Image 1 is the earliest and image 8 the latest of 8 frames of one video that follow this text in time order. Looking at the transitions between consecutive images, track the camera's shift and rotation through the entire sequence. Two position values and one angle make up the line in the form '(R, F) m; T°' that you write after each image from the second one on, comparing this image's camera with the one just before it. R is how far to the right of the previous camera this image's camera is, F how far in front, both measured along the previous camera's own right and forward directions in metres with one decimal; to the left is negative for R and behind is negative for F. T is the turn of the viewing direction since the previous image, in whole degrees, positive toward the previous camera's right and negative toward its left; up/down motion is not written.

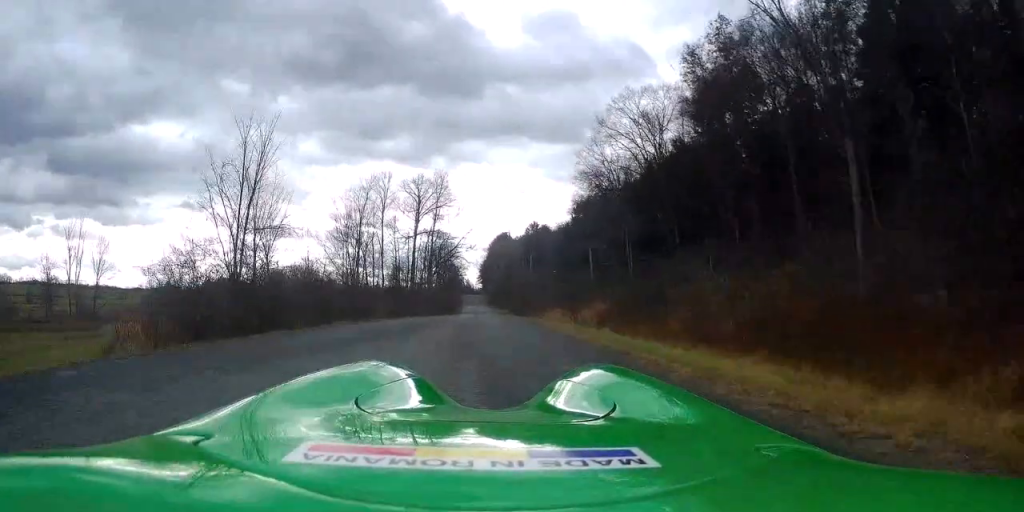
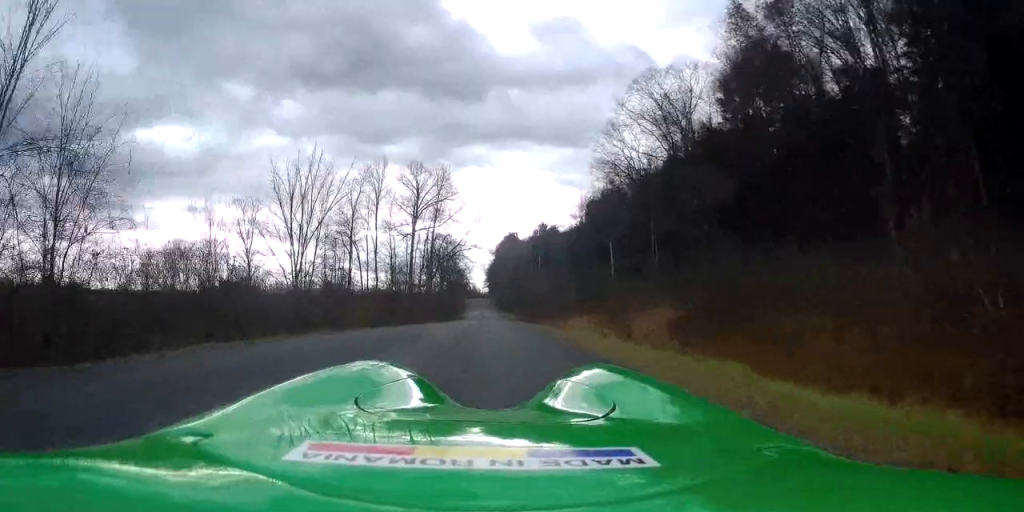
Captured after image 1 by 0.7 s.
(0.0, +9.7) m; 0°
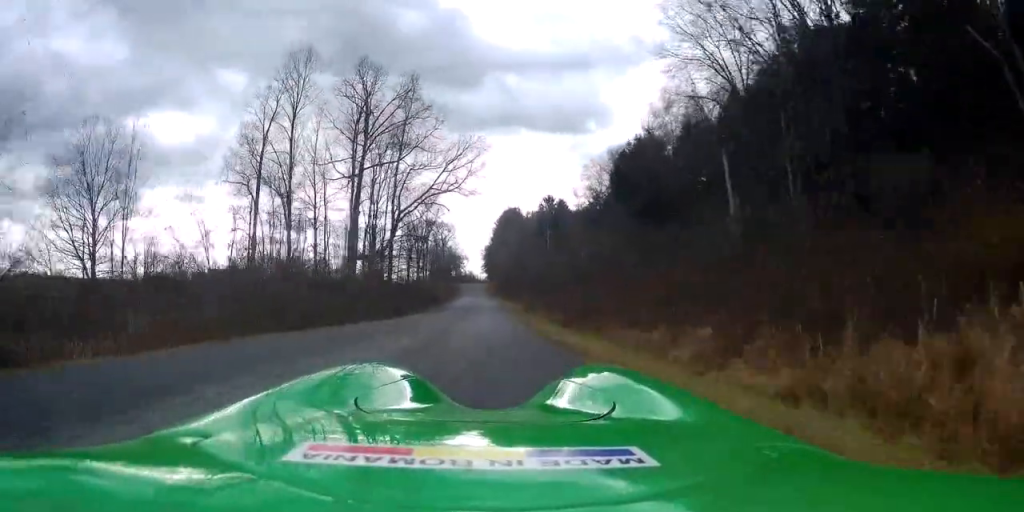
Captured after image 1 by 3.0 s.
(+0.5, +34.8) m; +1°
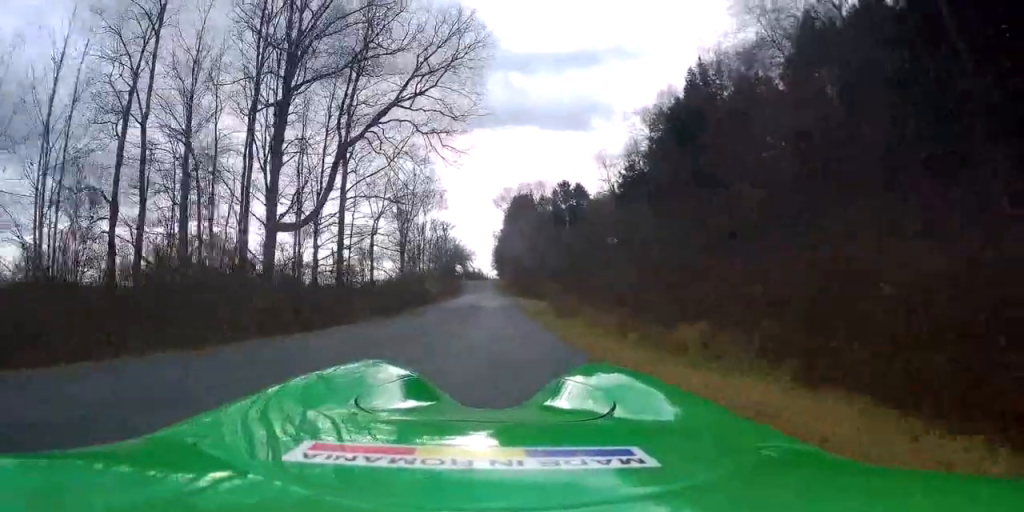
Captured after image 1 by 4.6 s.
(-0.3, +22.8) m; -1°
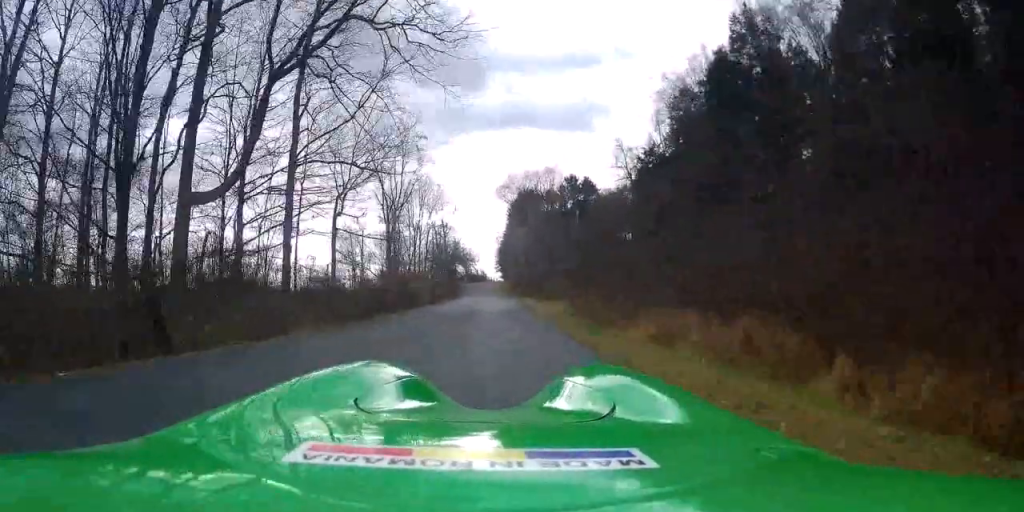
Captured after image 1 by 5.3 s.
(0.0, +10.5) m; 0°
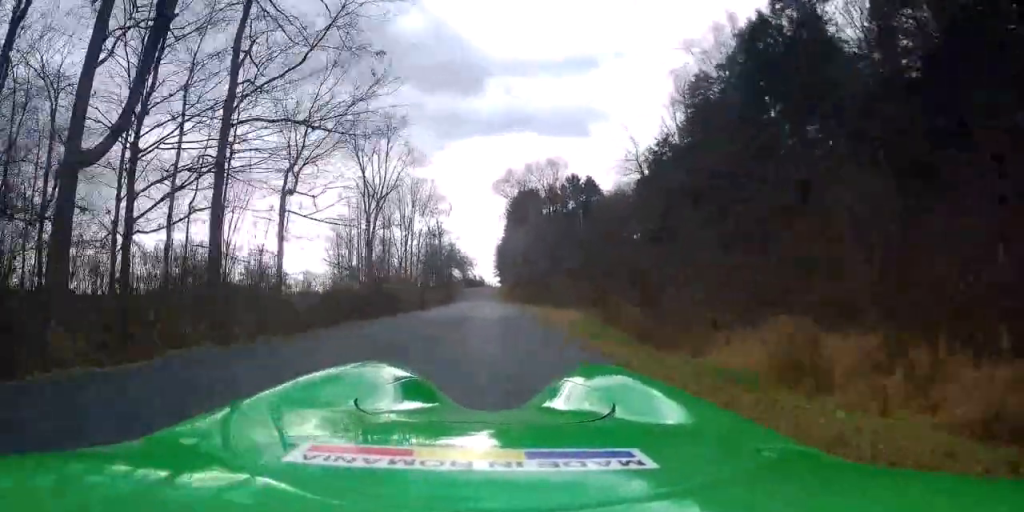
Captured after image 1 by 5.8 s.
(0.0, +7.5) m; 0°
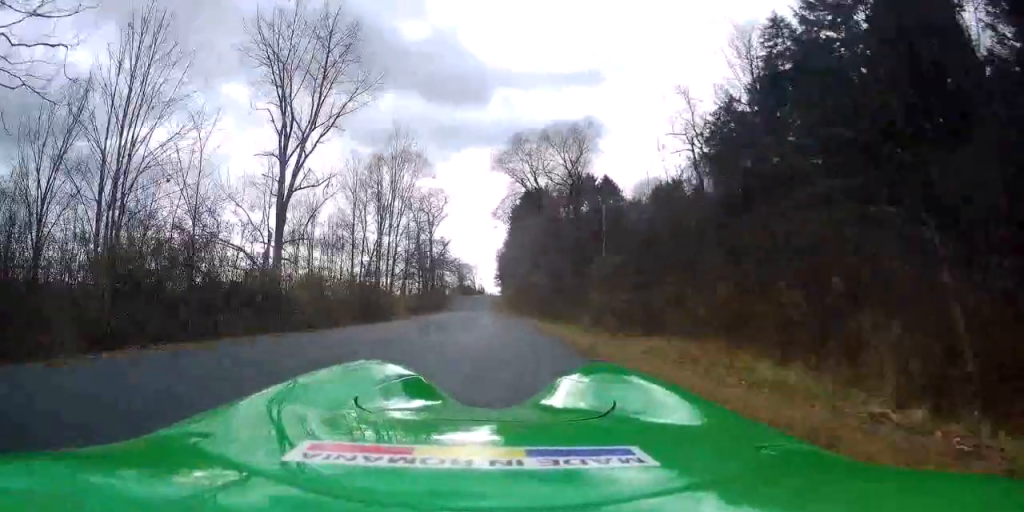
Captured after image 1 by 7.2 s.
(0.0, +20.8) m; 0°
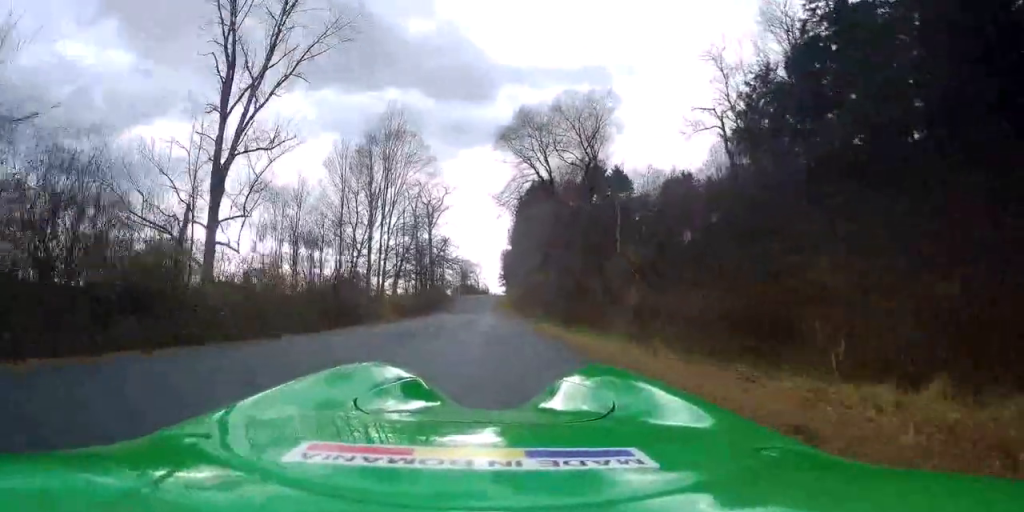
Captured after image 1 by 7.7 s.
(0.0, +7.7) m; -1°
